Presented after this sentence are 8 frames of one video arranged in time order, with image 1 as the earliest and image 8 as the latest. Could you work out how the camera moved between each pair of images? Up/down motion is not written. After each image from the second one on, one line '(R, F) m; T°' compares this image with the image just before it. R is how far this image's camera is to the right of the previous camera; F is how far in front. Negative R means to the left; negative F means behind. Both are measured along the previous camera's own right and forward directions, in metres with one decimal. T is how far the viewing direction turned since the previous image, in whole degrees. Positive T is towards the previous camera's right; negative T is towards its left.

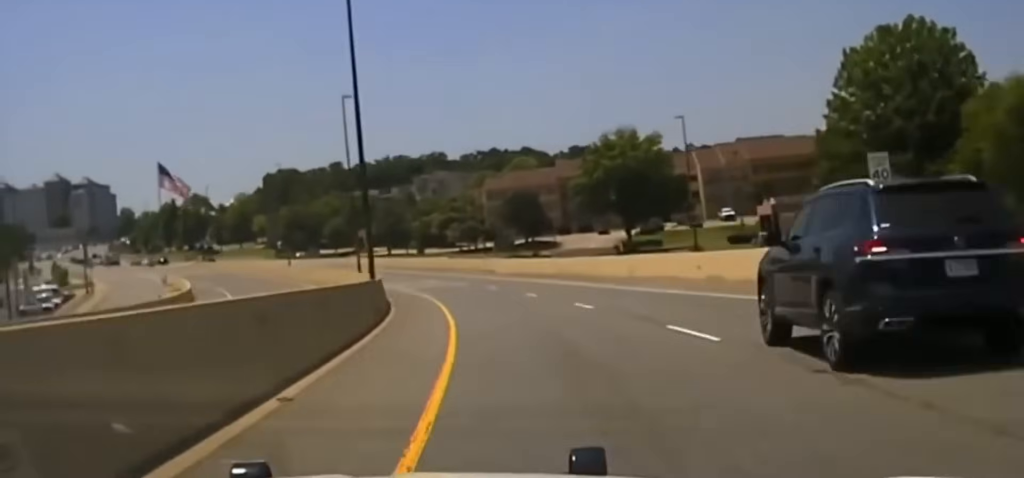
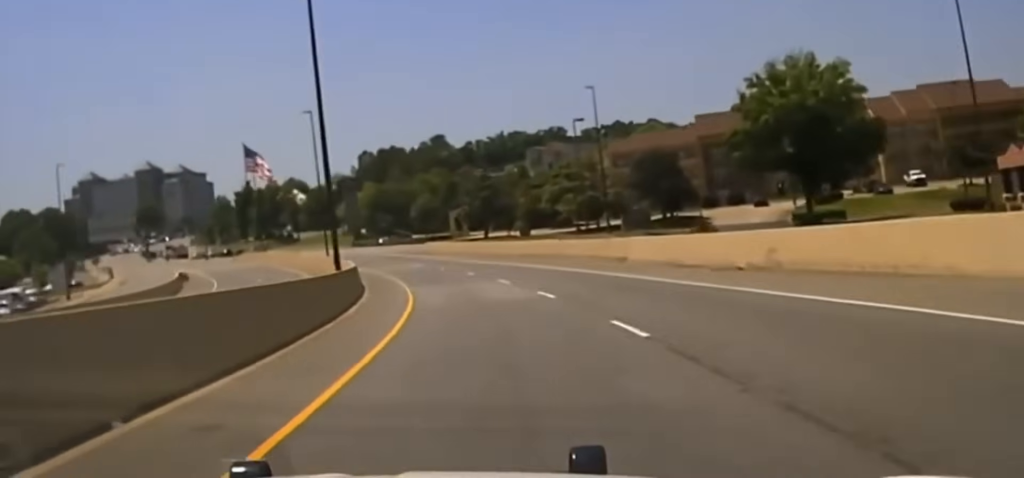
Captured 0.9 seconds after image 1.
(-1.6, +41.4) m; -6°
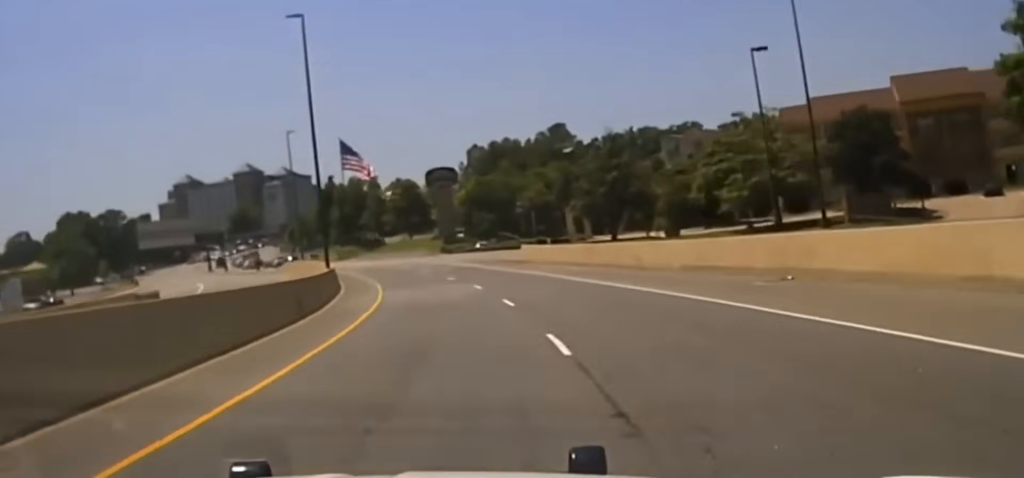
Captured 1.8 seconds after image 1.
(-2.7, +42.3) m; -8°
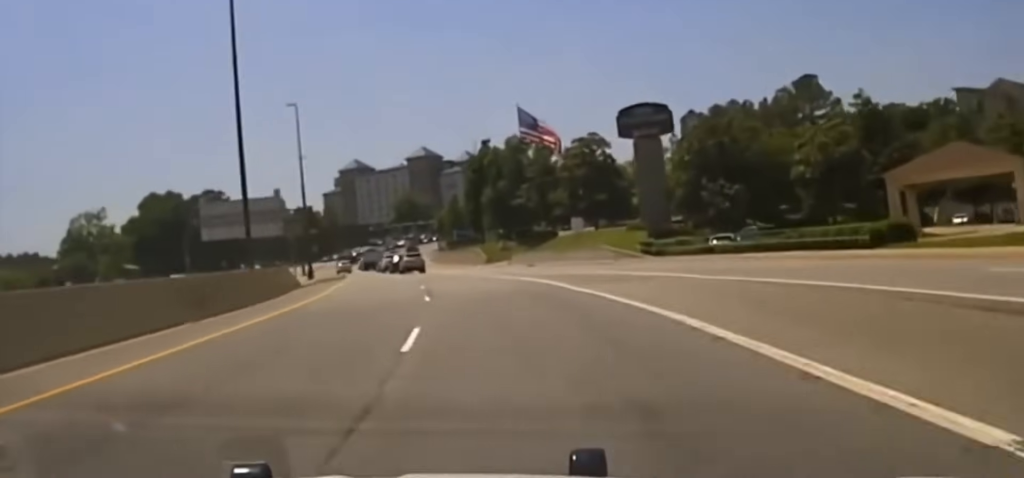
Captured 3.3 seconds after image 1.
(-7.9, +71.2) m; -11°
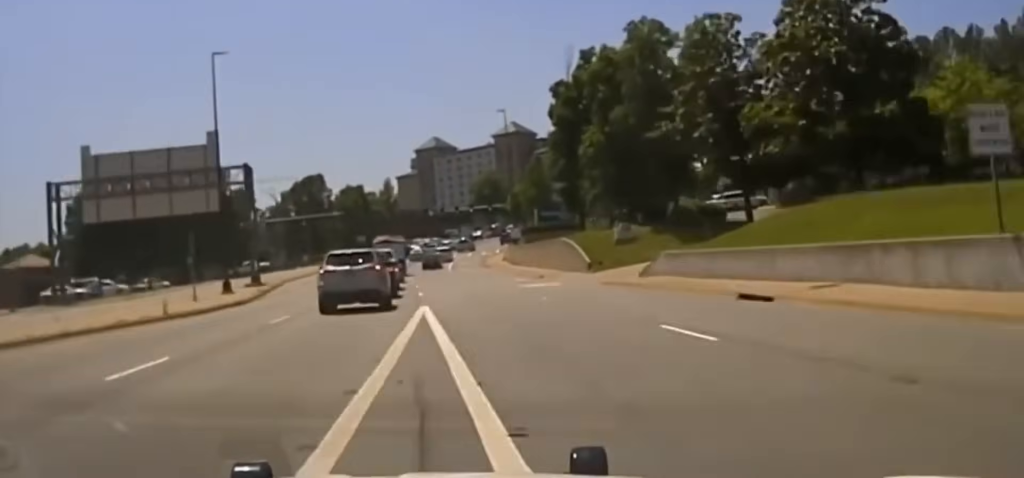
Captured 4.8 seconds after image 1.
(-4.5, +75.3) m; -6°
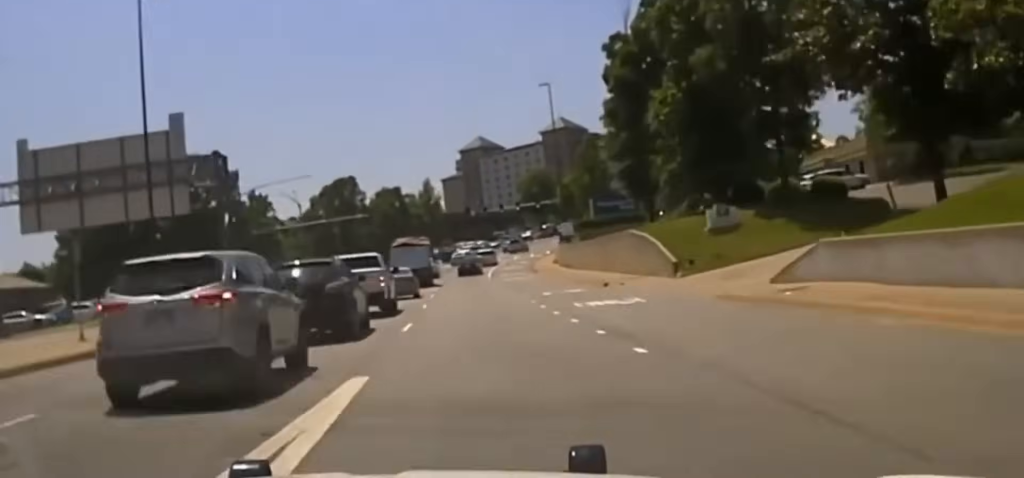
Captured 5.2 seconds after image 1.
(-0.4, +16.5) m; -1°
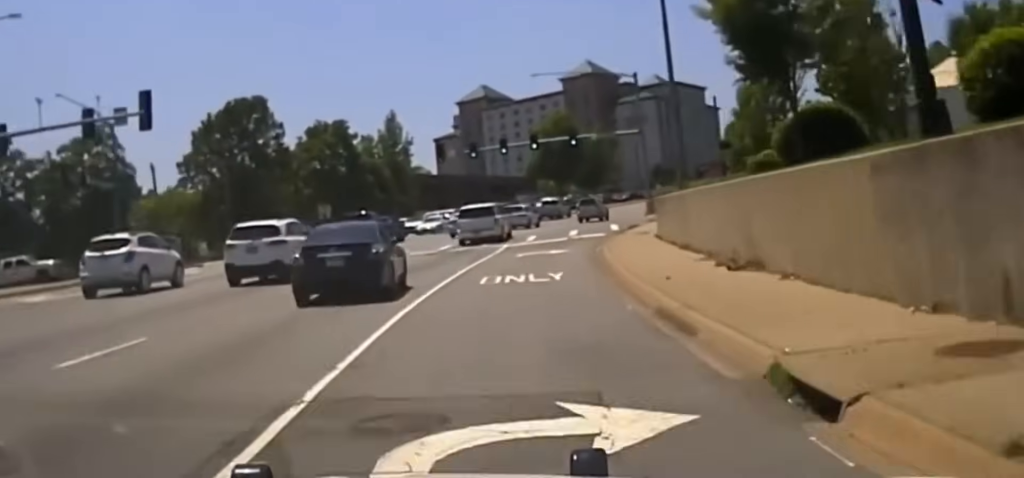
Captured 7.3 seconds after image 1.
(-1.4, +56.9) m; 0°
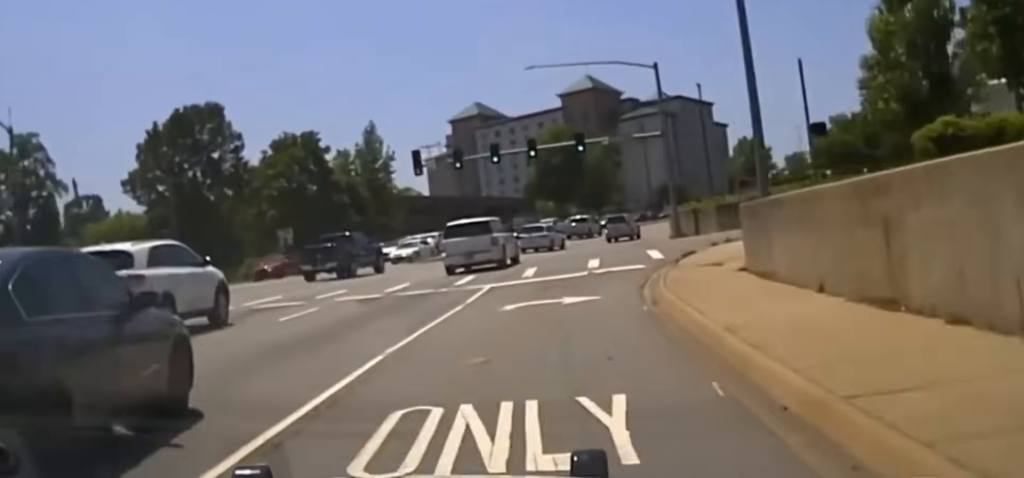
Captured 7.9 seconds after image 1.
(+0.2, +10.9) m; +3°
